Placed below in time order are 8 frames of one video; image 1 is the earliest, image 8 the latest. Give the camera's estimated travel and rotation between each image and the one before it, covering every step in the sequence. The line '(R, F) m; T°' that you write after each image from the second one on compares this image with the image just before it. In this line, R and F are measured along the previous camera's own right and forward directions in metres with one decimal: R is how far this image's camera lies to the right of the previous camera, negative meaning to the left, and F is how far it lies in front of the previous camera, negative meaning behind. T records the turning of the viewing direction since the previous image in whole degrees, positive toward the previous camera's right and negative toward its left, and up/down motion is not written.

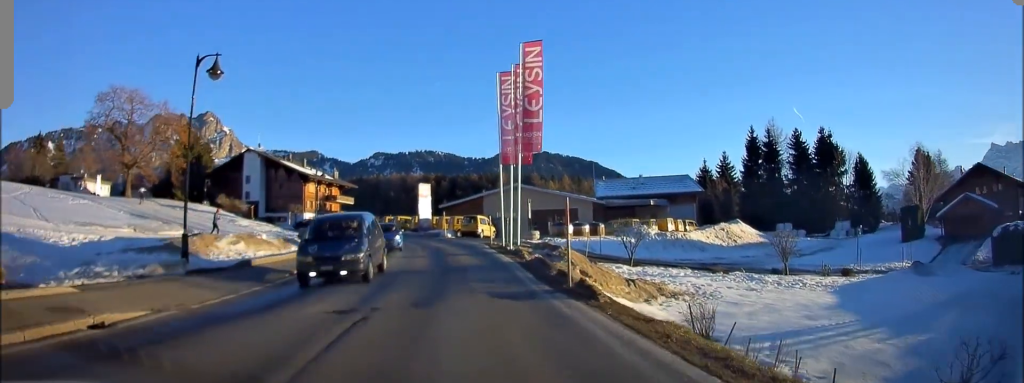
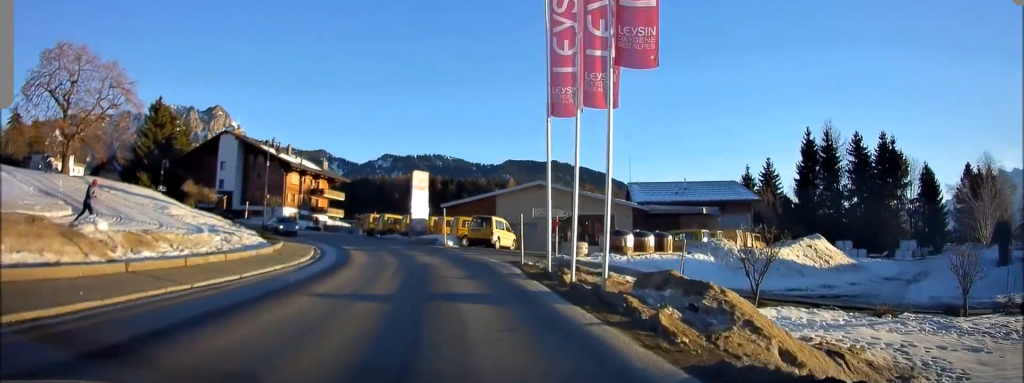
(-0.8, +15.5) m; -4°
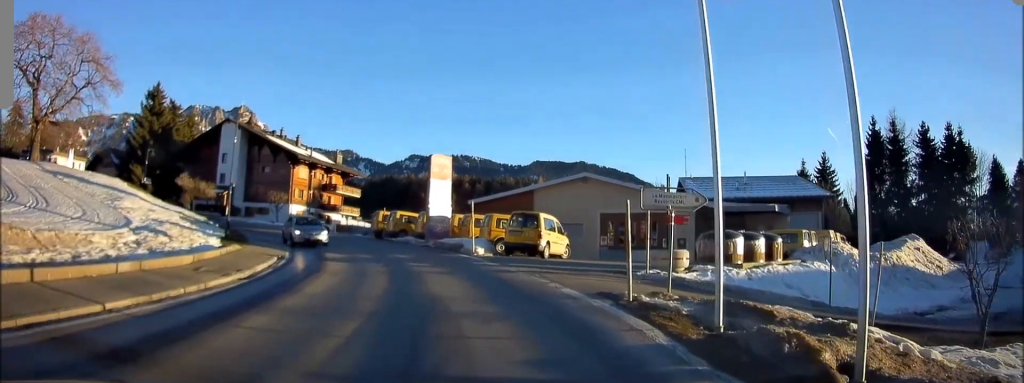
(+0.1, +9.8) m; -1°
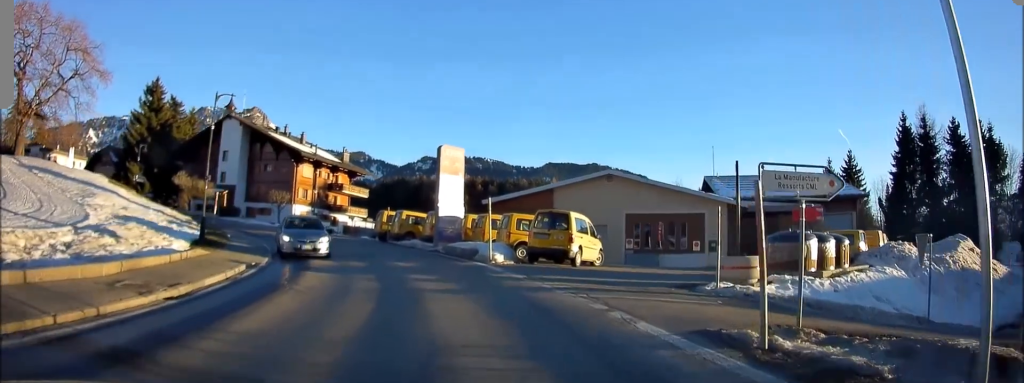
(0.0, +4.2) m; -2°
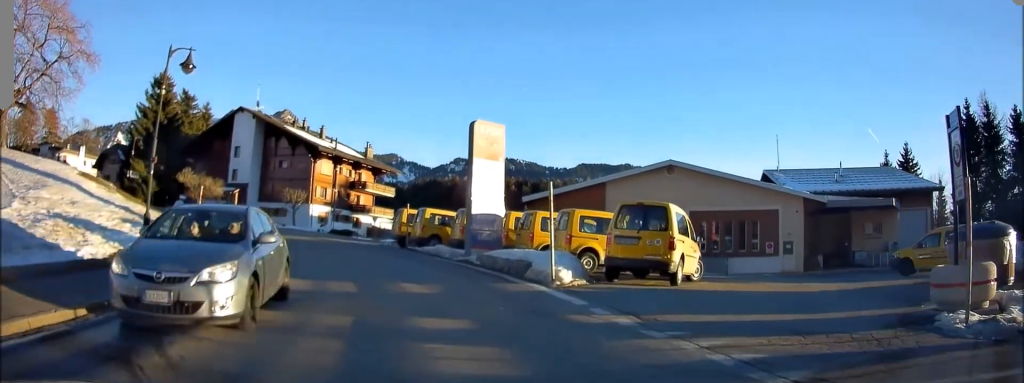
(-0.3, +6.7) m; -5°
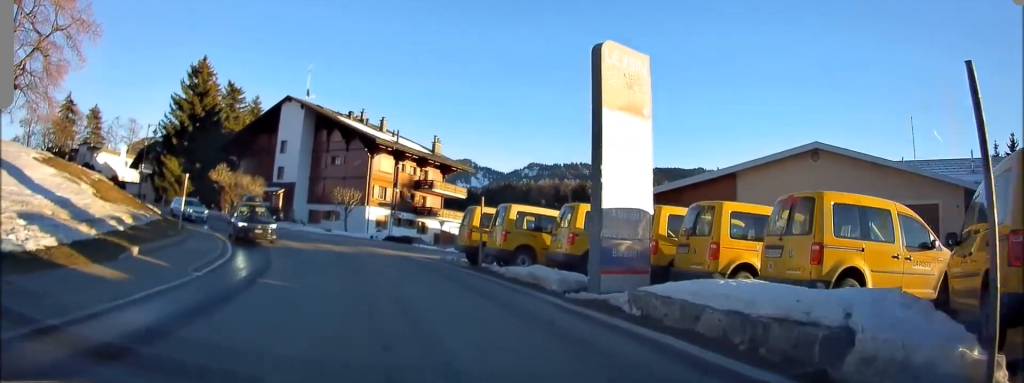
(-0.7, +9.6) m; -6°
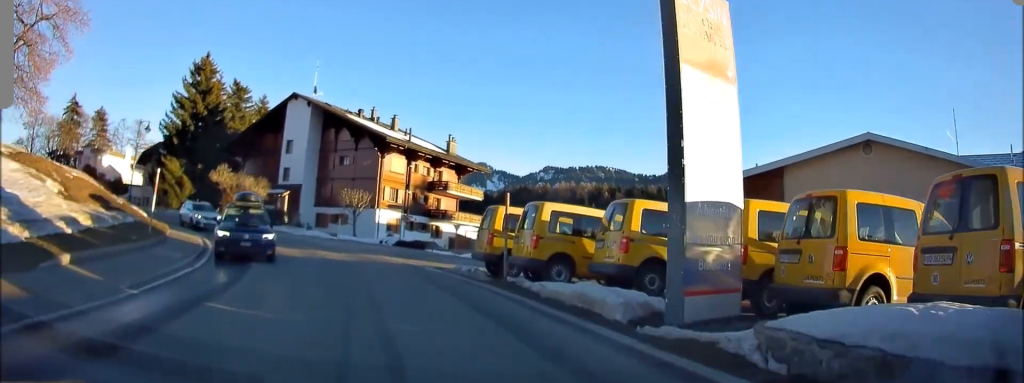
(-0.1, +3.6) m; -2°
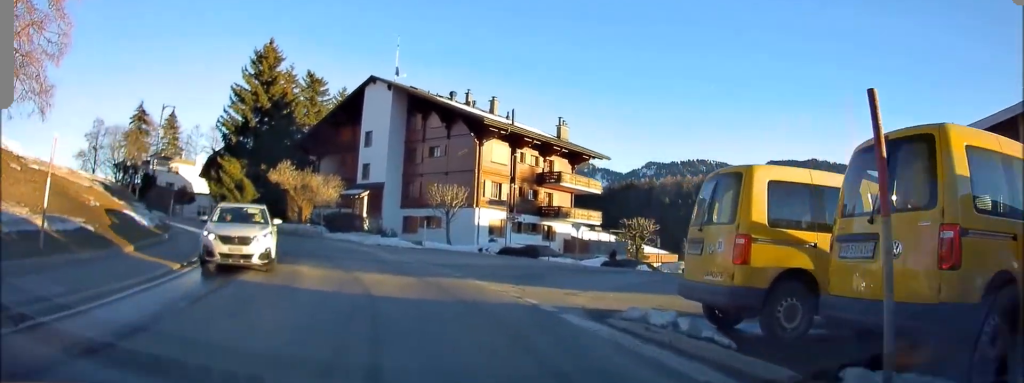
(-0.3, +9.9) m; -8°
